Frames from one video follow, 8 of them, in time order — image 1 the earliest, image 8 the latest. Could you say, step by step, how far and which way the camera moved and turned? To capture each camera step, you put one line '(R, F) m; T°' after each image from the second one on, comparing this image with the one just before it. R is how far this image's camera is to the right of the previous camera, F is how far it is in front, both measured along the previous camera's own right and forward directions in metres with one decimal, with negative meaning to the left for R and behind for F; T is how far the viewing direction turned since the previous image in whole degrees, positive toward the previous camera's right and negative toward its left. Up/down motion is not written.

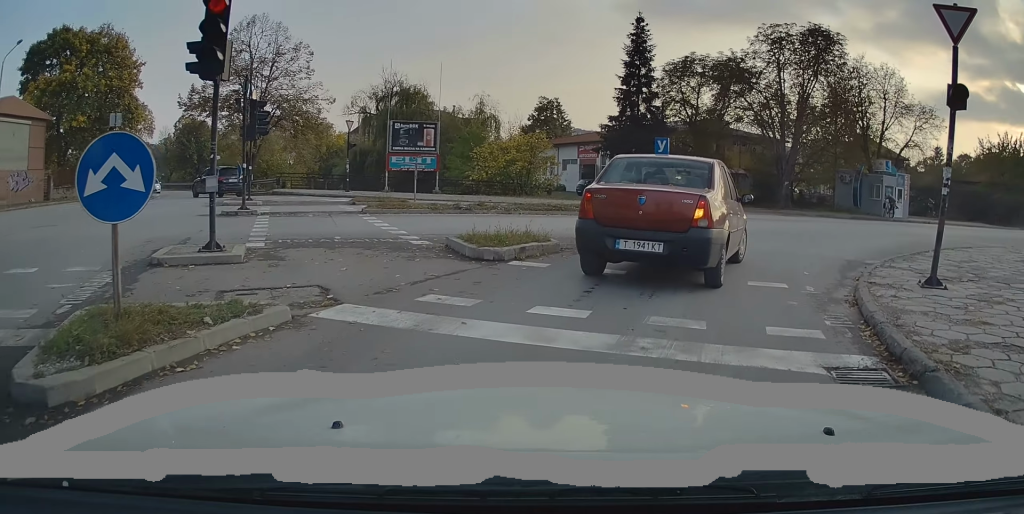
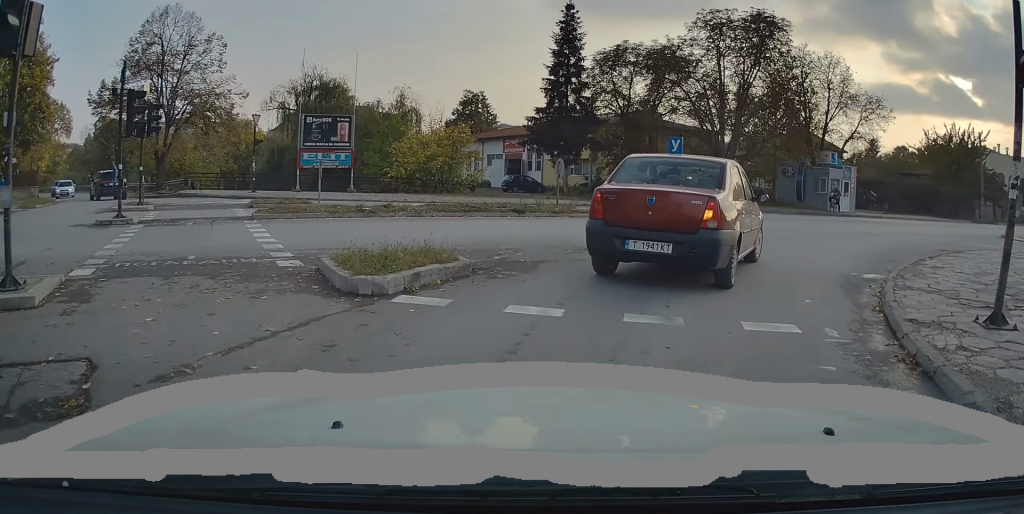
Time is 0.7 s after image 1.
(+0.3, +2.8) m; +5°
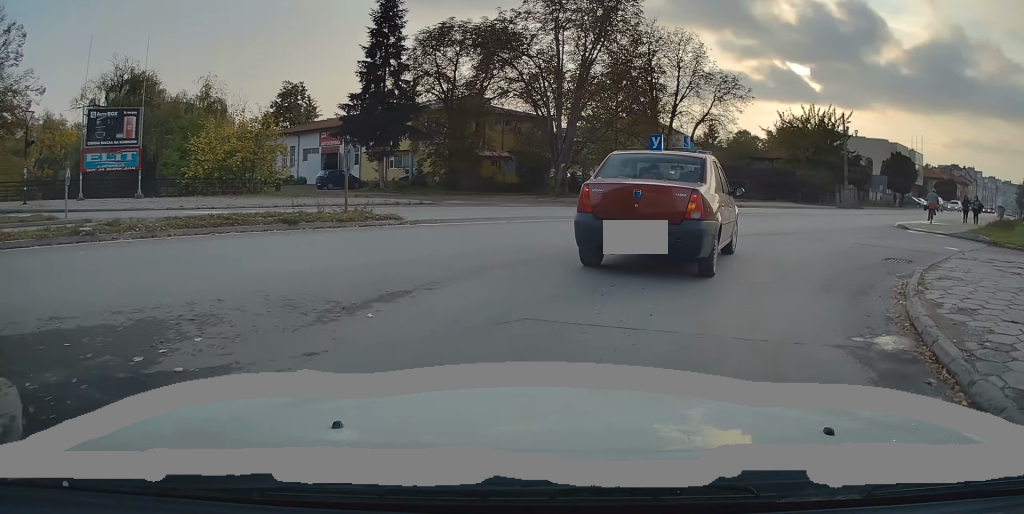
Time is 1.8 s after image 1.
(+0.2, +5.3) m; +10°
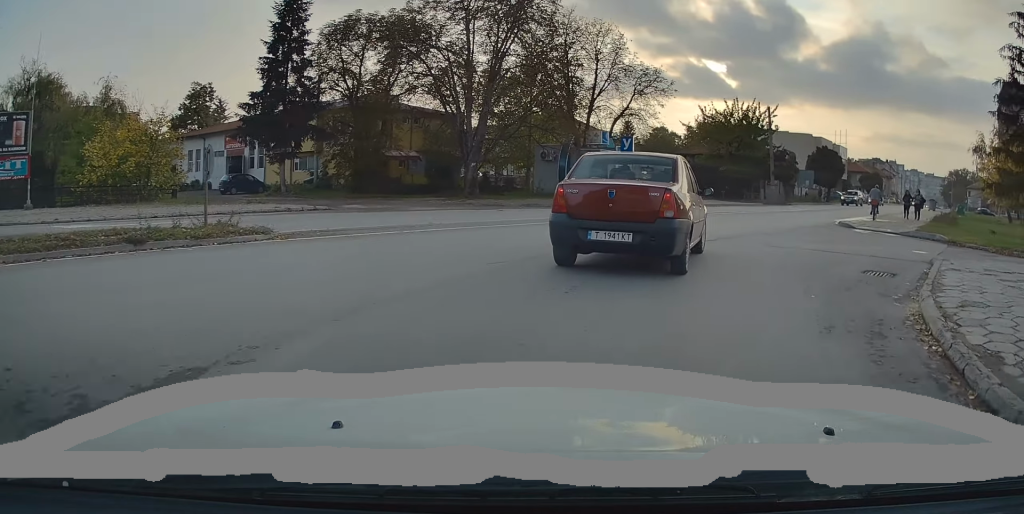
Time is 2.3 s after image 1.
(+0.1, +2.3) m; +7°
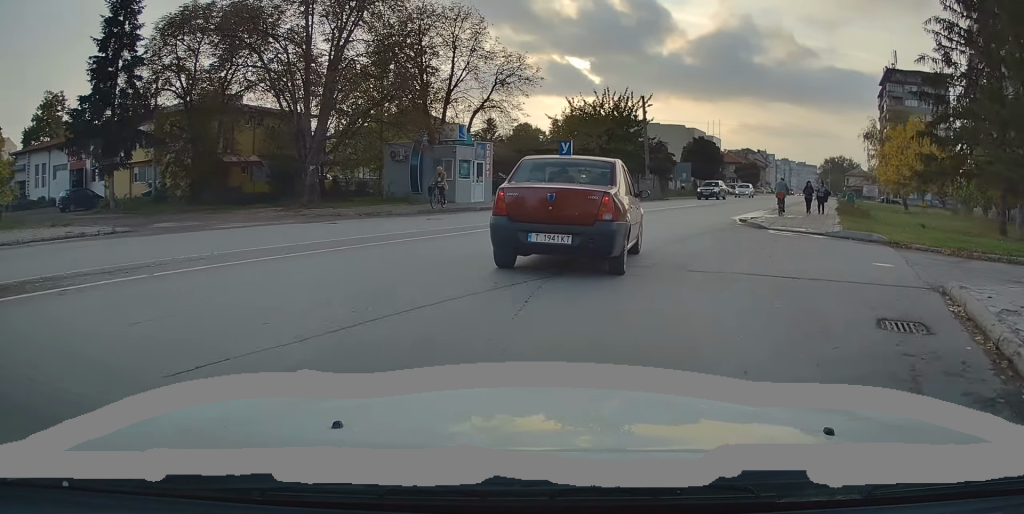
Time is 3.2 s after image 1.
(+0.6, +4.1) m; +14°
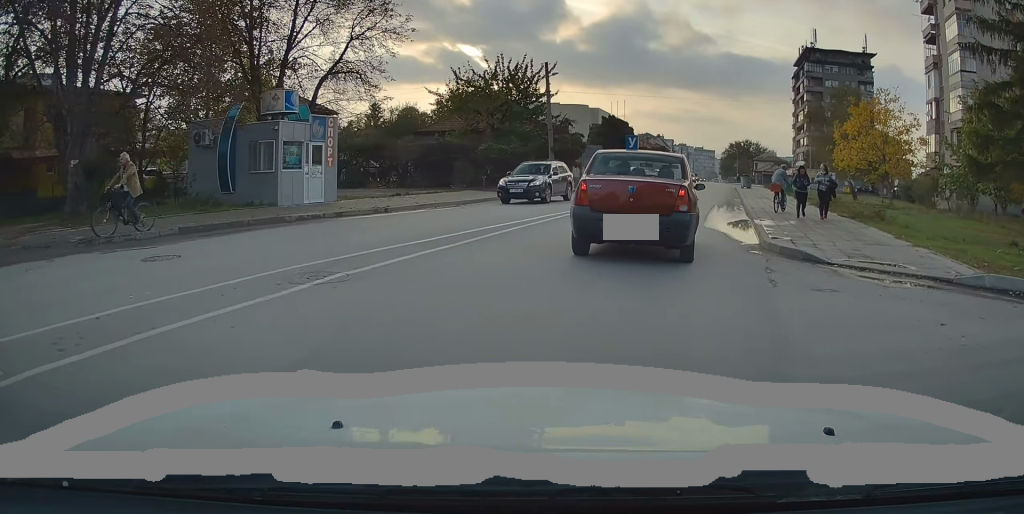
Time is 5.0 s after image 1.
(+1.7, +10.6) m; +10°
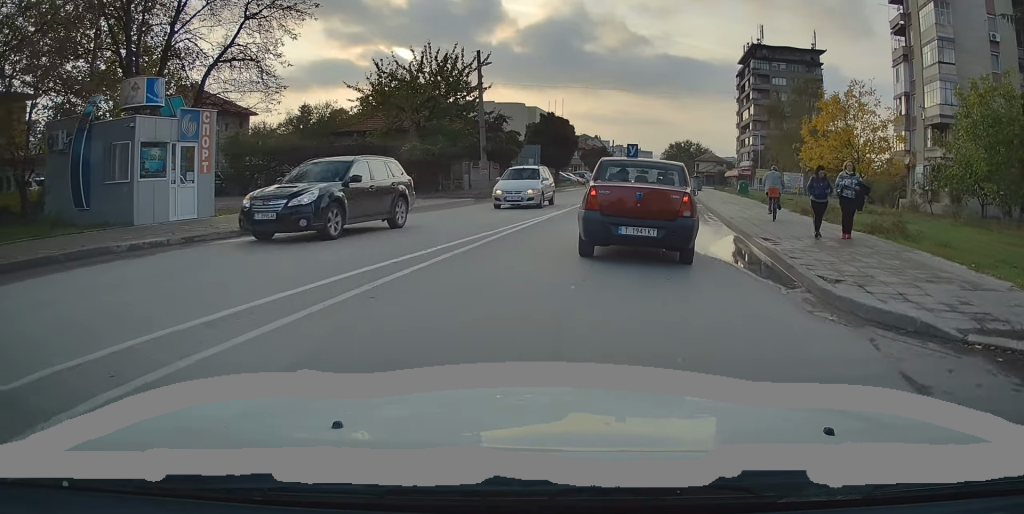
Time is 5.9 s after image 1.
(-0.3, +5.4) m; +4°
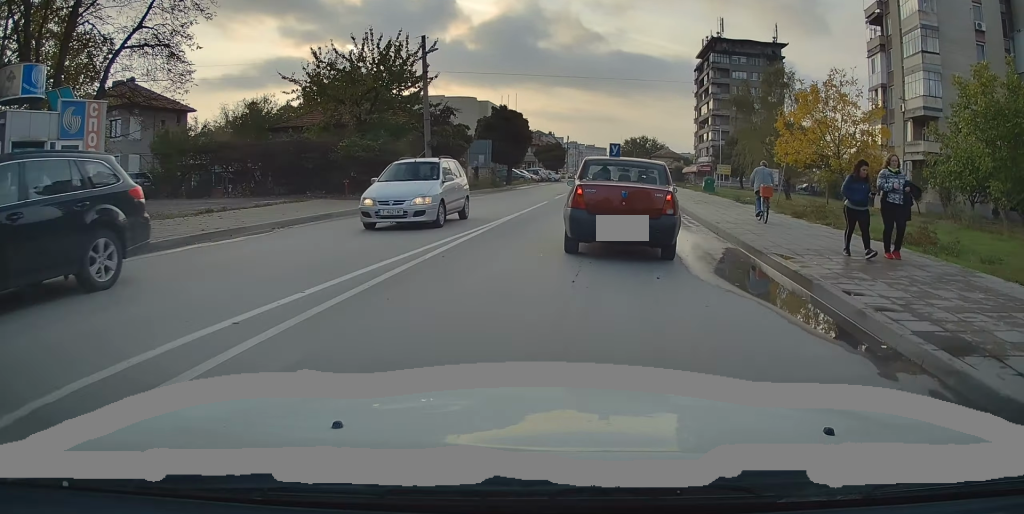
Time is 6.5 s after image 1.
(+0.2, +3.7) m; +4°
